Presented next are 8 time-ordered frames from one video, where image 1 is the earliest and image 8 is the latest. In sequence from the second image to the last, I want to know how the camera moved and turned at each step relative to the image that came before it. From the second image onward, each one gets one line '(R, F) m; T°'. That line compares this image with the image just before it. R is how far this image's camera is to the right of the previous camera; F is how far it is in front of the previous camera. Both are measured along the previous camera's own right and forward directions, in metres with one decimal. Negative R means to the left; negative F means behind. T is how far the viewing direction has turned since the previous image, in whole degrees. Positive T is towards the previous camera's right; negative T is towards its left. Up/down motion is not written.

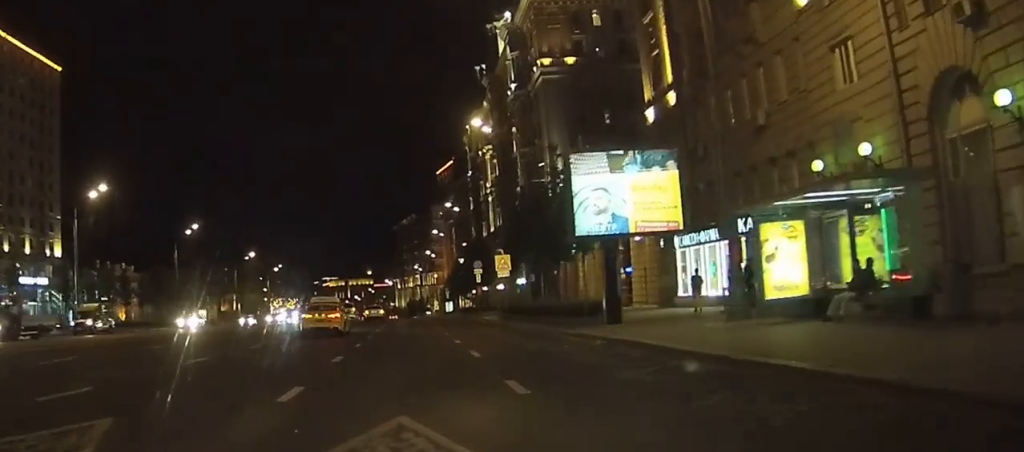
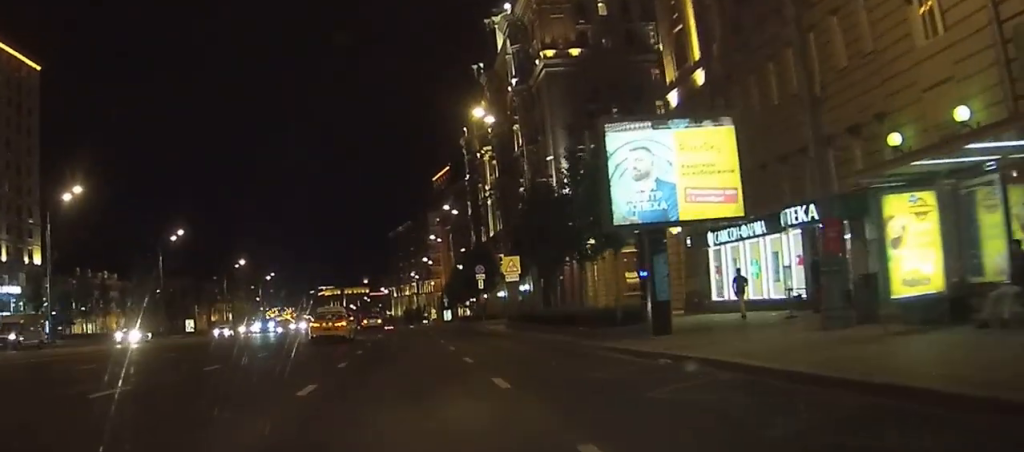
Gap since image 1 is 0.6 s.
(0.0, +5.5) m; 0°
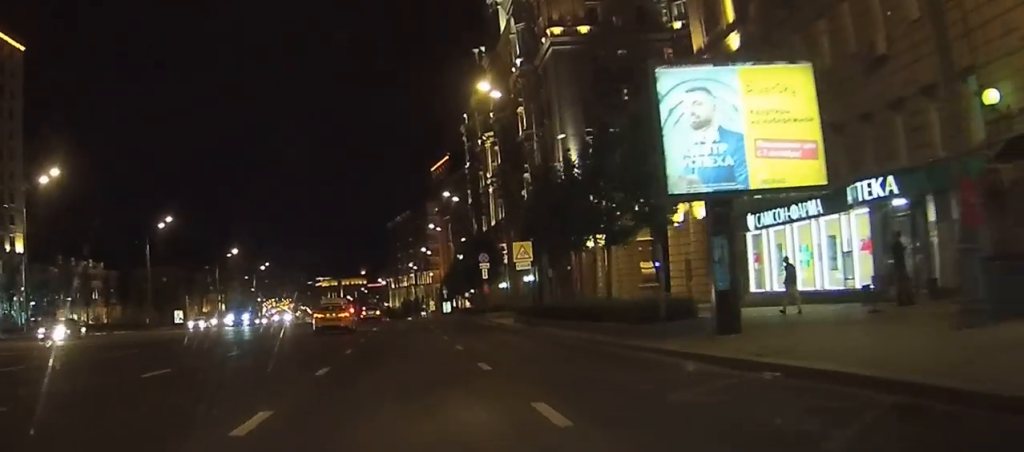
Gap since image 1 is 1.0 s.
(0.0, +5.0) m; 0°
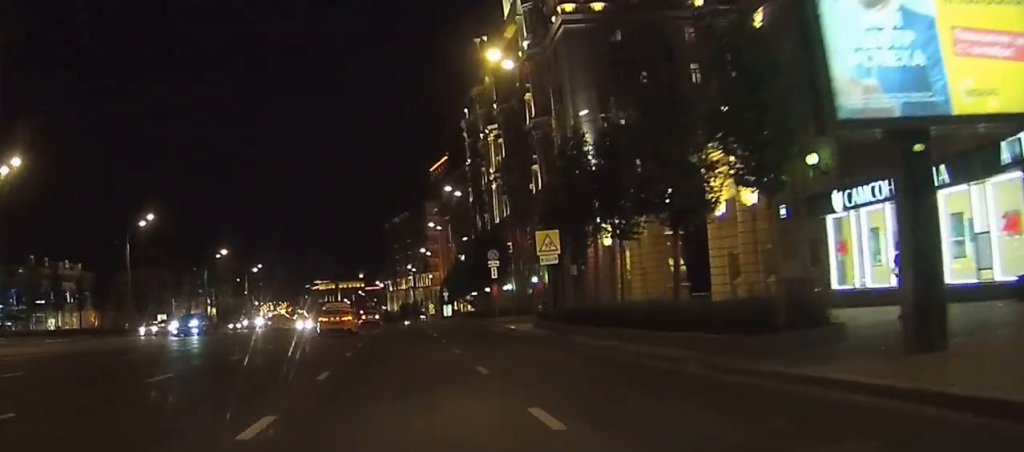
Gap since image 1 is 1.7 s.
(0.0, +7.3) m; 0°
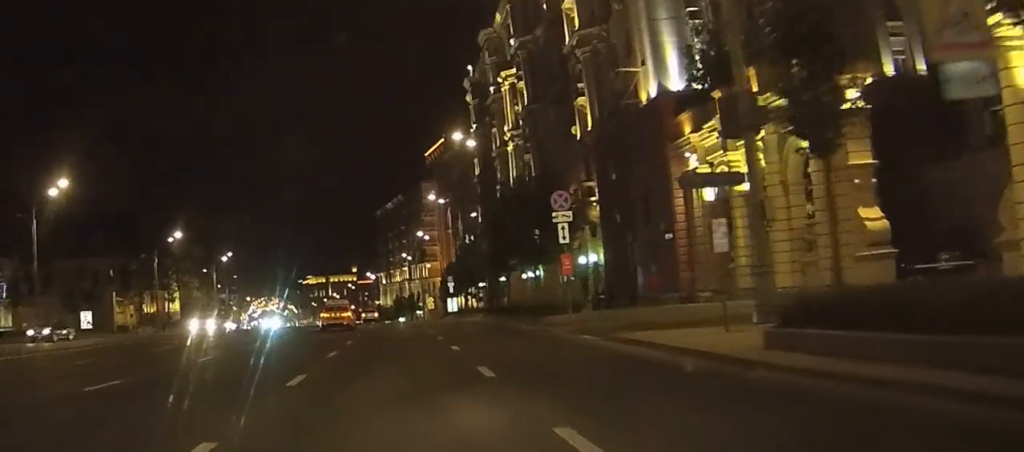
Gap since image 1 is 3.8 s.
(+0.2, +25.1) m; +1°
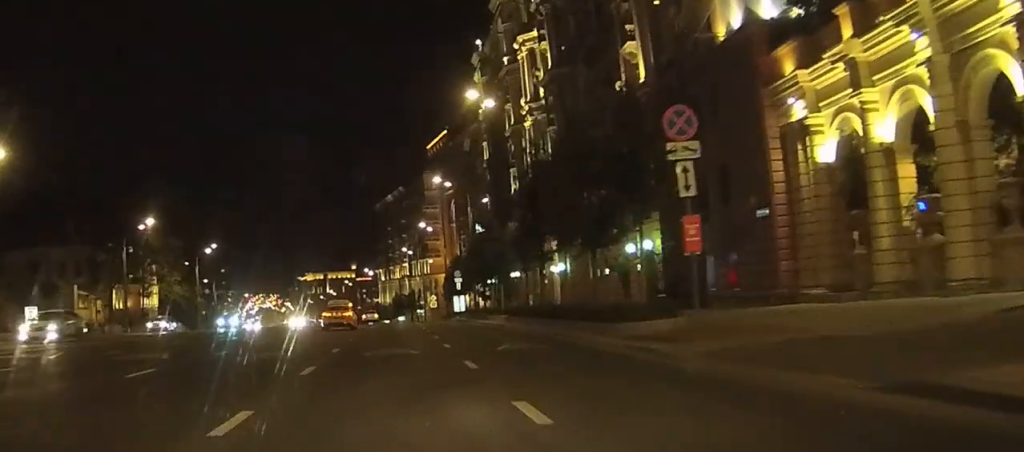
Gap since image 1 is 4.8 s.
(0.0, +13.0) m; 0°
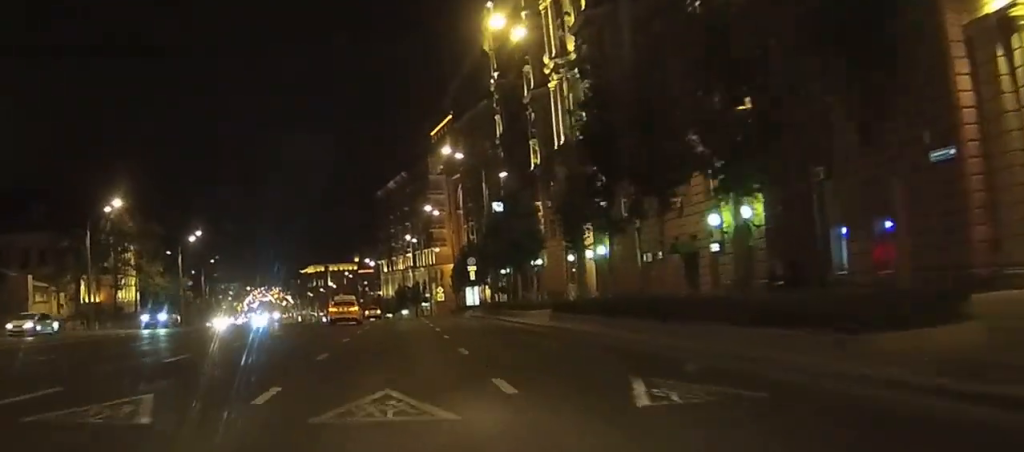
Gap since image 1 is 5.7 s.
(0.0, +13.0) m; 0°
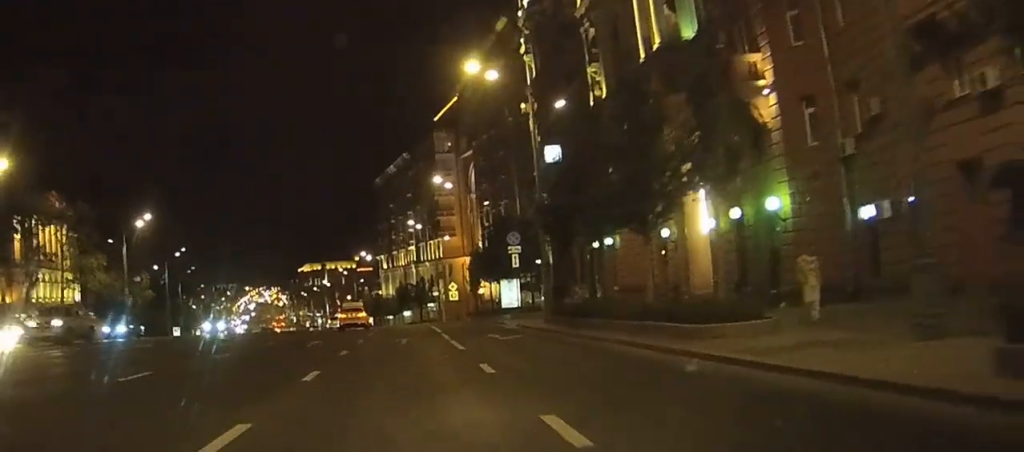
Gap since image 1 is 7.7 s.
(0.0, +27.1) m; 0°
